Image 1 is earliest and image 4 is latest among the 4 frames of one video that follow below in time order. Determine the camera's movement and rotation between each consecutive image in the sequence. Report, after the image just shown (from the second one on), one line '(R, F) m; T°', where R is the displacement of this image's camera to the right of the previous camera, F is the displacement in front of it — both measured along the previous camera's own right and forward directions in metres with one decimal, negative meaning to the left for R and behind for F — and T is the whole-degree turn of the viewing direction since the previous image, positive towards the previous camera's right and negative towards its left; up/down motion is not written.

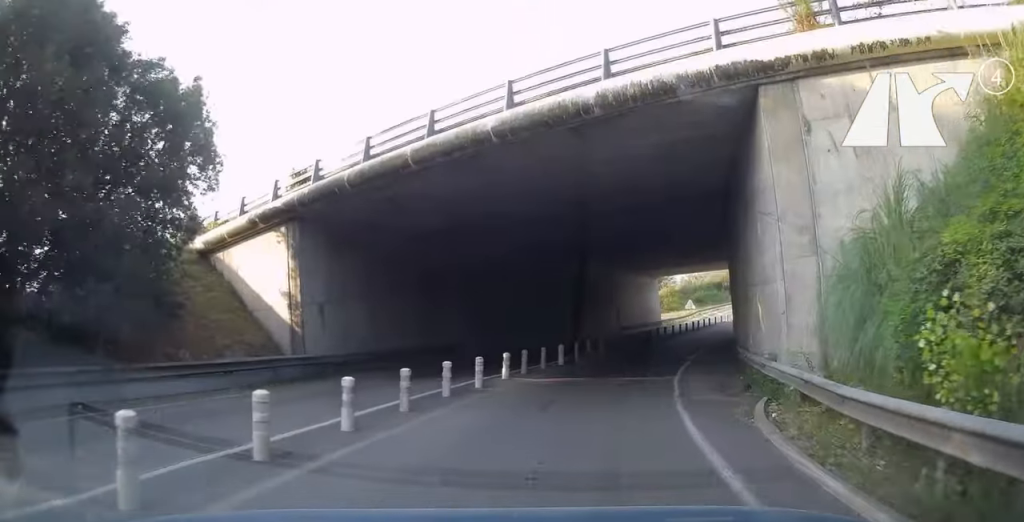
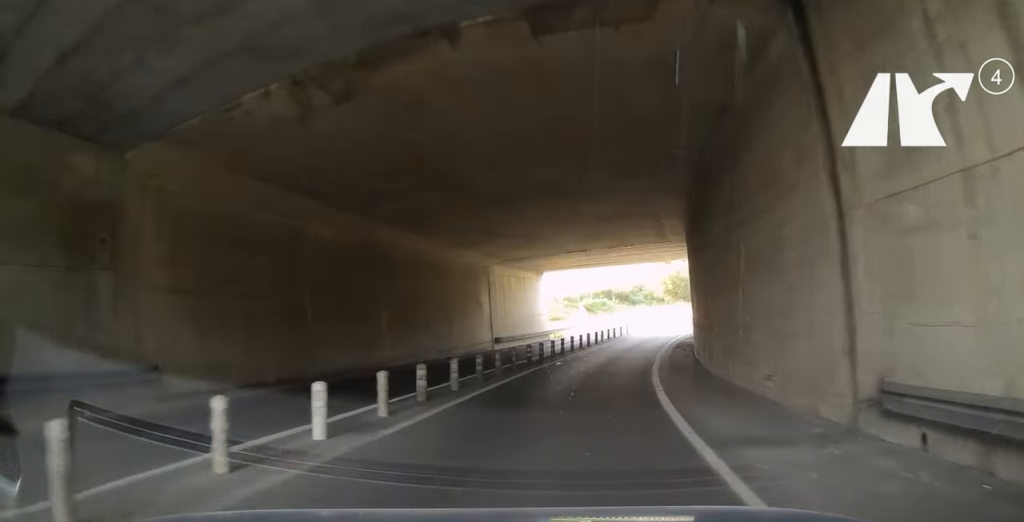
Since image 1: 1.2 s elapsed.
(+1.0, +15.5) m; +4°
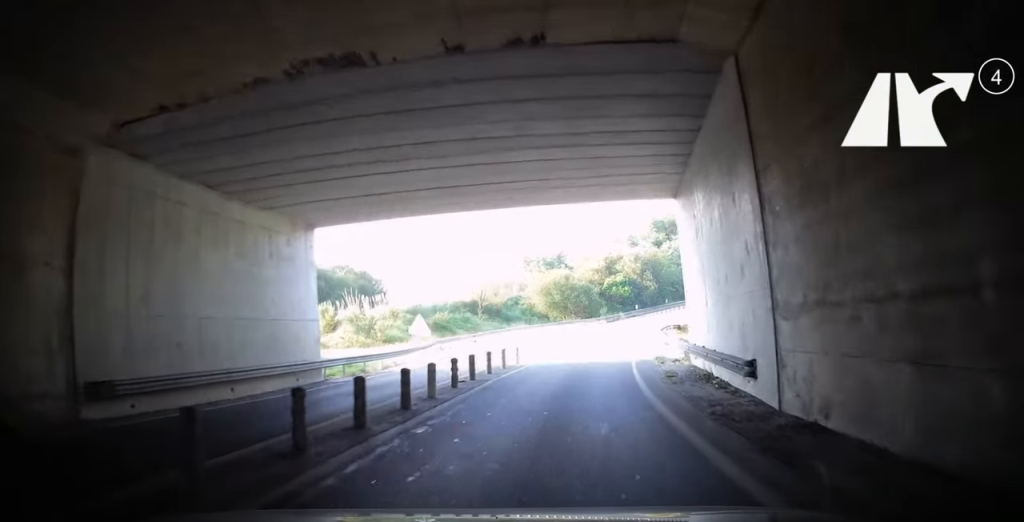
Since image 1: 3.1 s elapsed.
(+0.7, +26.2) m; +14°
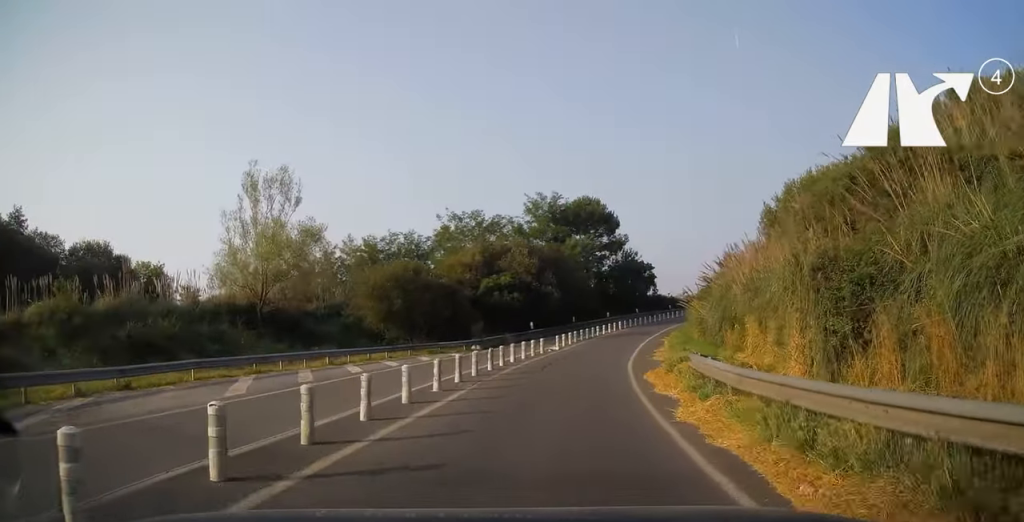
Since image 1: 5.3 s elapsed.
(+10.3, +28.7) m; +25°
